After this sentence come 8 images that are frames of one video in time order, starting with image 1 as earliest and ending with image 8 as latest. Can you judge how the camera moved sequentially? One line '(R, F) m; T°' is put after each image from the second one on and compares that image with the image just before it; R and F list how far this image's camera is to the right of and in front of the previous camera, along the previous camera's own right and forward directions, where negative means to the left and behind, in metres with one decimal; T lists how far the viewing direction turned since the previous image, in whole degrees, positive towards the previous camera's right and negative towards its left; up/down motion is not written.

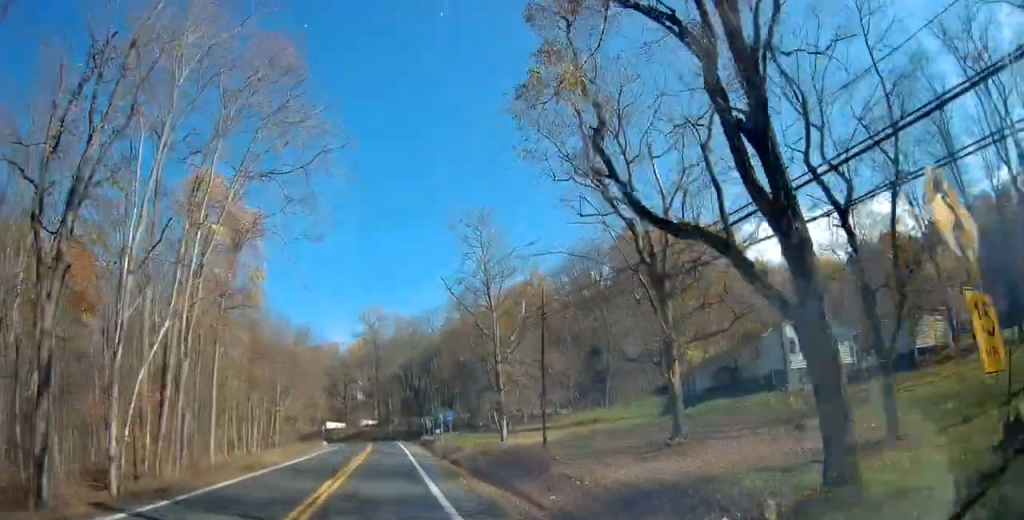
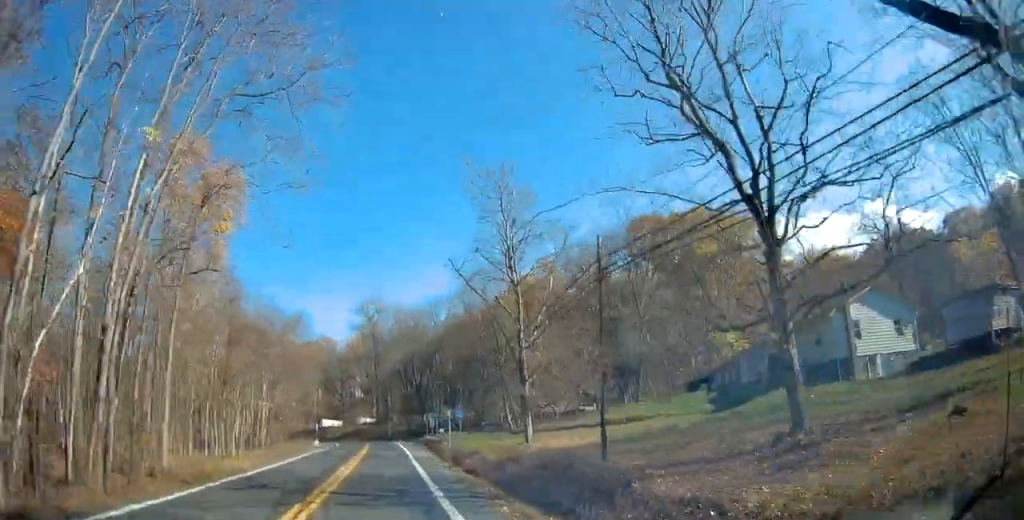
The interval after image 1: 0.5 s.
(0.0, +7.1) m; +1°
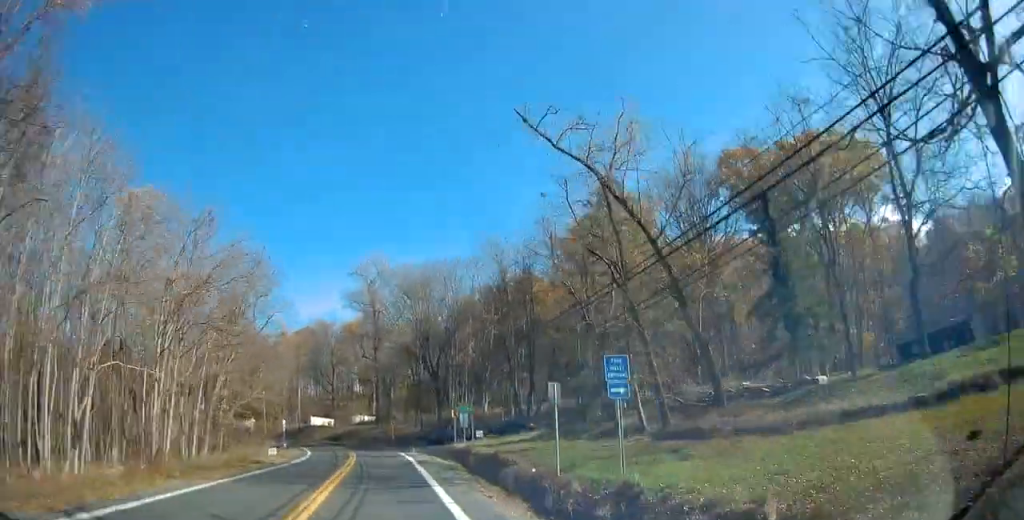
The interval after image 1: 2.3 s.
(+0.2, +28.4) m; 0°
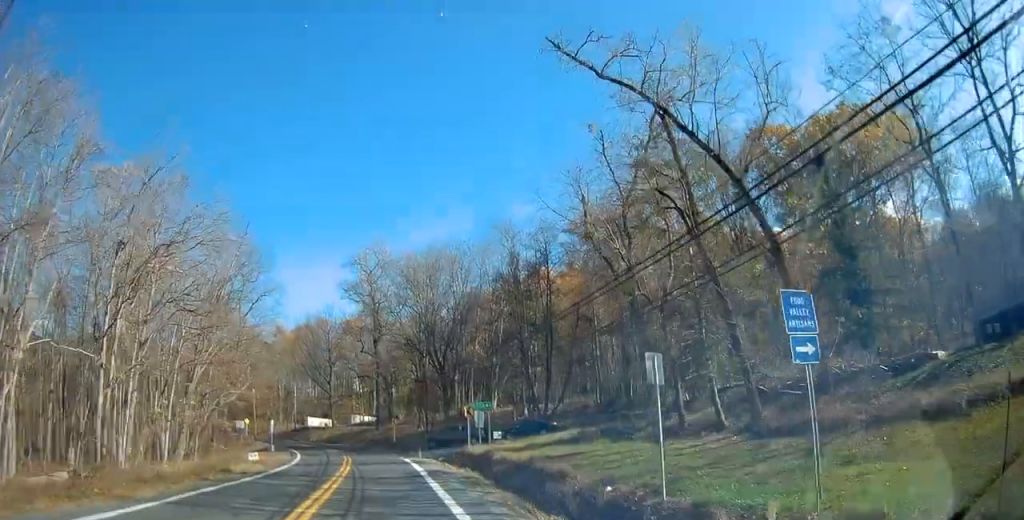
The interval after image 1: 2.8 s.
(0.0, +6.6) m; 0°
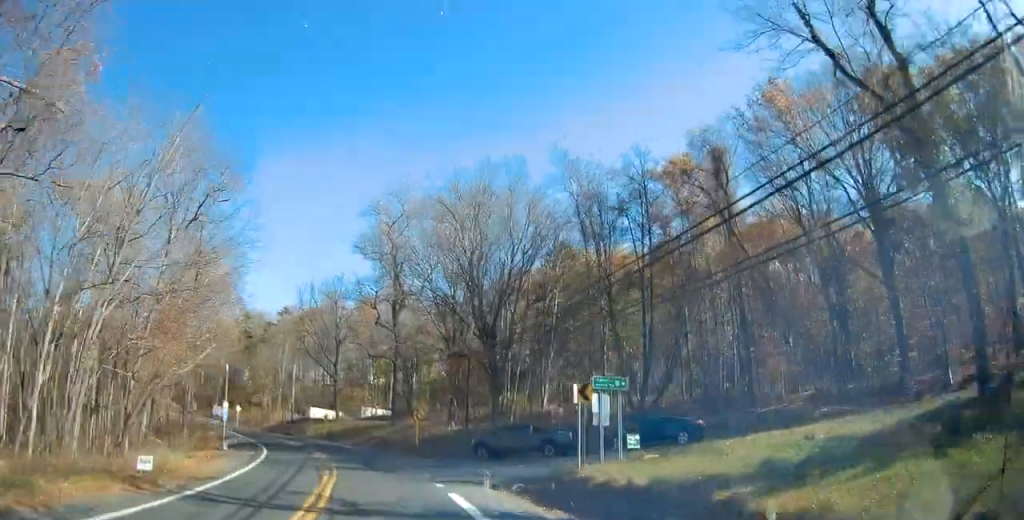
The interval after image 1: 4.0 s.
(-0.1, +18.7) m; -1°
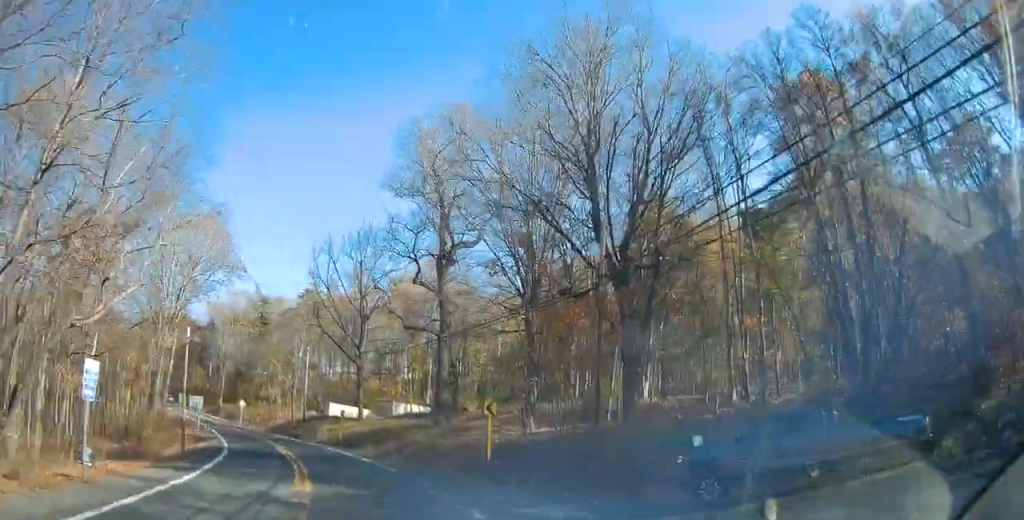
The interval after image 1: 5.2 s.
(-0.4, +18.8) m; -4°
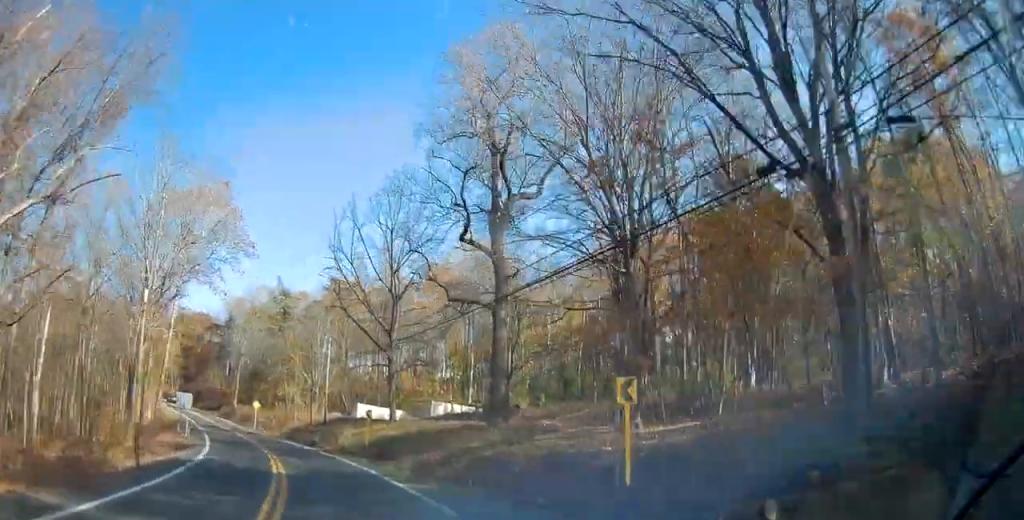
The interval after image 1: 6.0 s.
(-0.3, +11.2) m; -3°
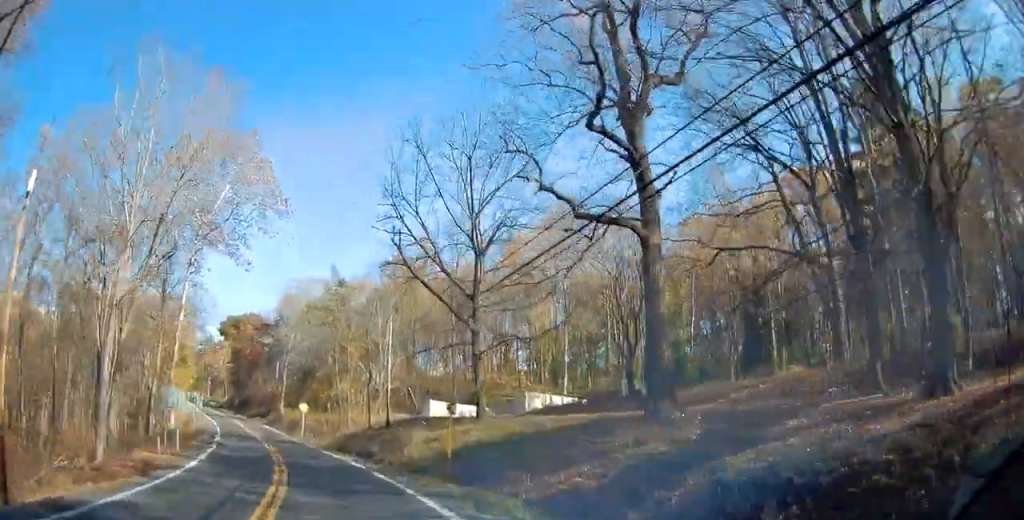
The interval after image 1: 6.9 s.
(-0.5, +13.7) m; -5°
